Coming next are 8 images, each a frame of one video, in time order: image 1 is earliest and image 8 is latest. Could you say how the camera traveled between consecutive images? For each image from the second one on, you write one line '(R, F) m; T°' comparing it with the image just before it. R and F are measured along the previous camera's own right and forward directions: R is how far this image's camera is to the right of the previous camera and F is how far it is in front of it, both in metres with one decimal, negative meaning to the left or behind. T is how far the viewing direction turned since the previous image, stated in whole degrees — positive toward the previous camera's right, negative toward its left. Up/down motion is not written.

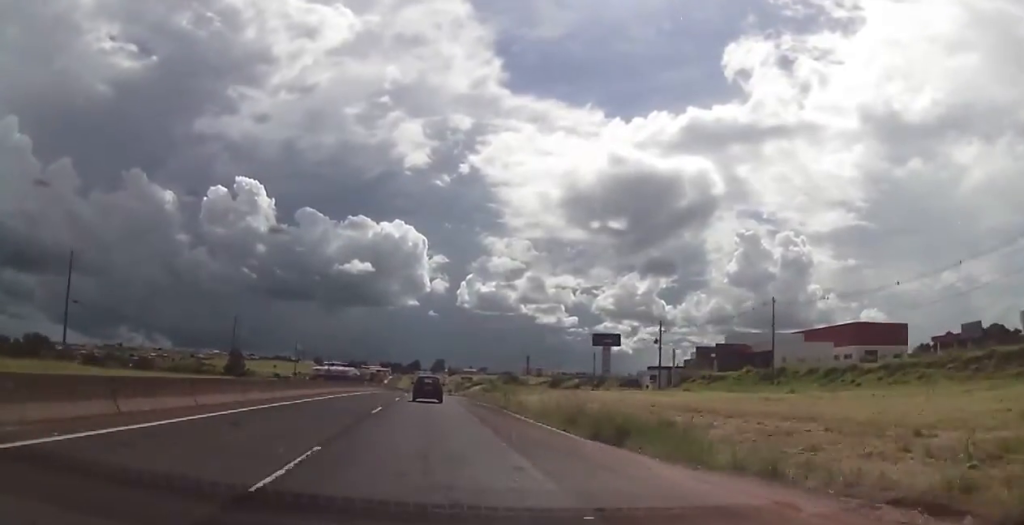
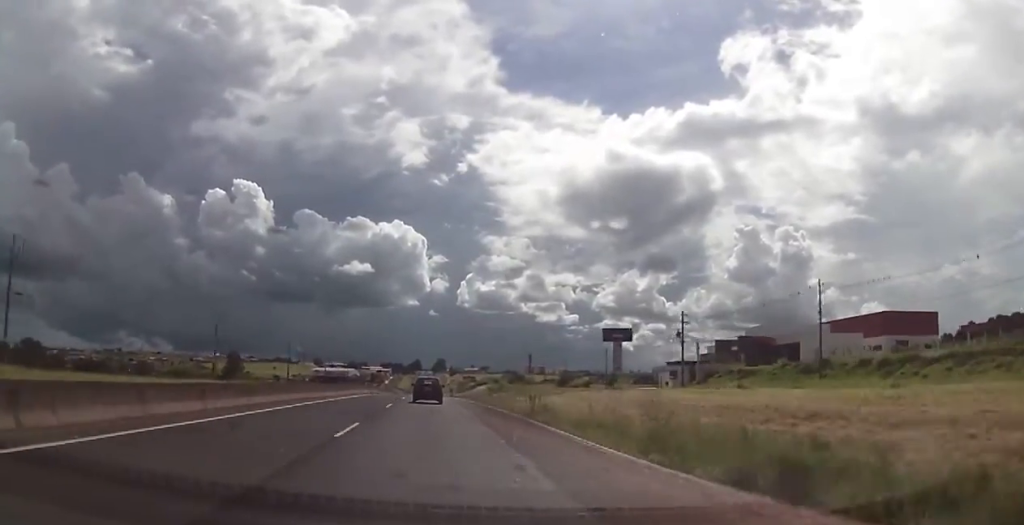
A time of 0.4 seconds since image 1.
(+0.1, +8.9) m; 0°
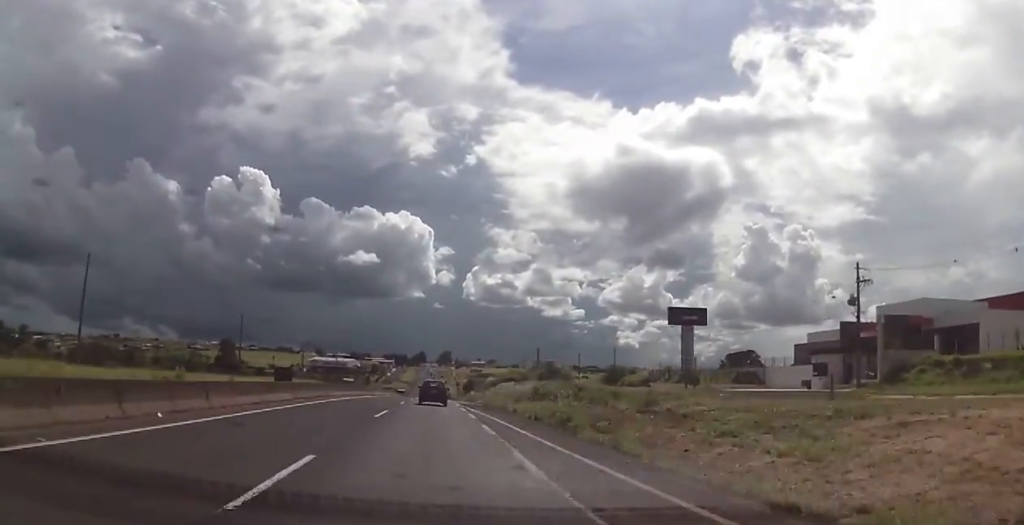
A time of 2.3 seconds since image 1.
(+0.6, +38.7) m; 0°
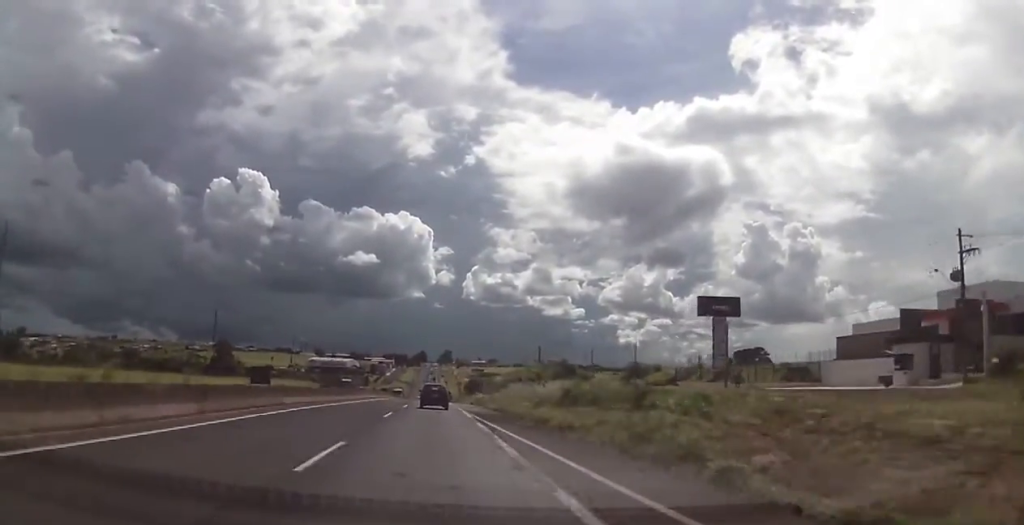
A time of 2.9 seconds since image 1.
(-0.3, +12.7) m; 0°
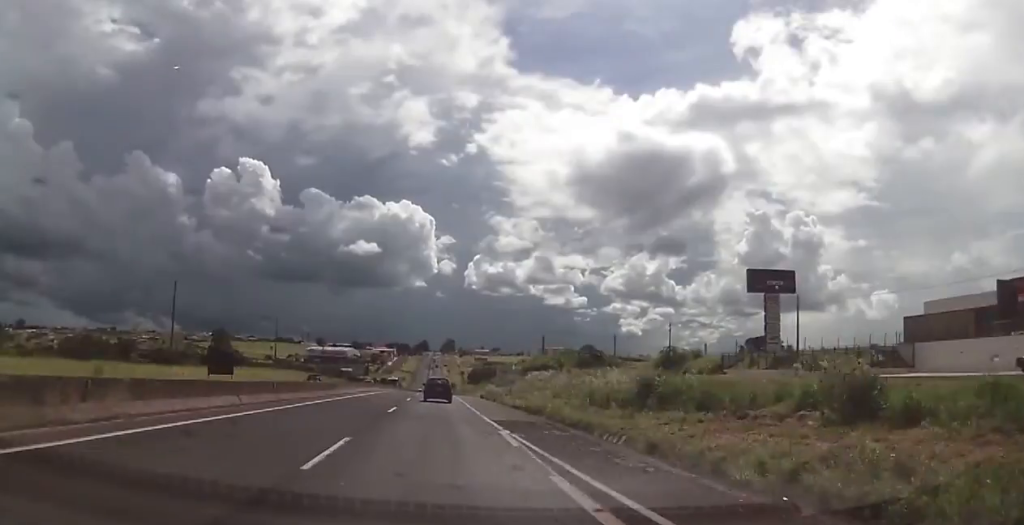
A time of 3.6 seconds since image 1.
(+0.2, +15.7) m; 0°
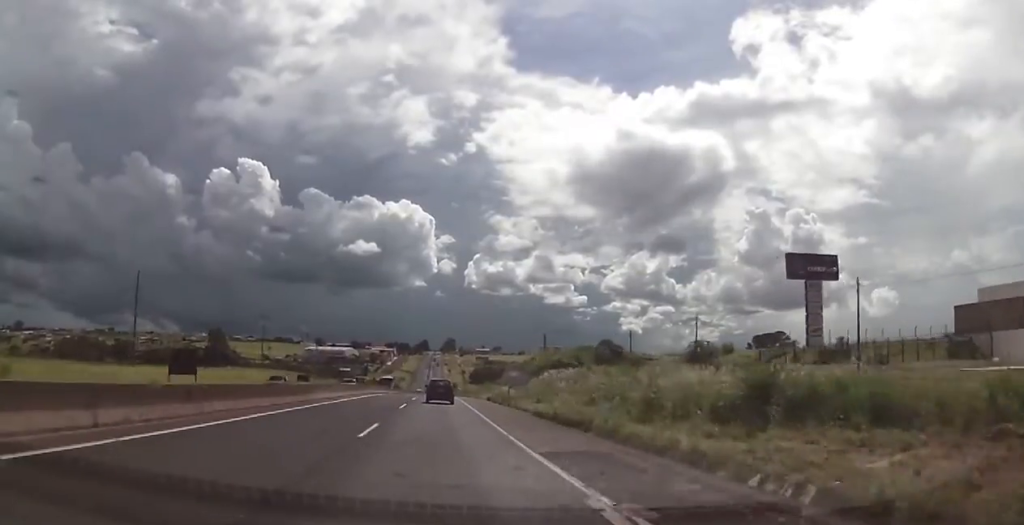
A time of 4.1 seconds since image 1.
(+0.3, +10.1) m; 0°
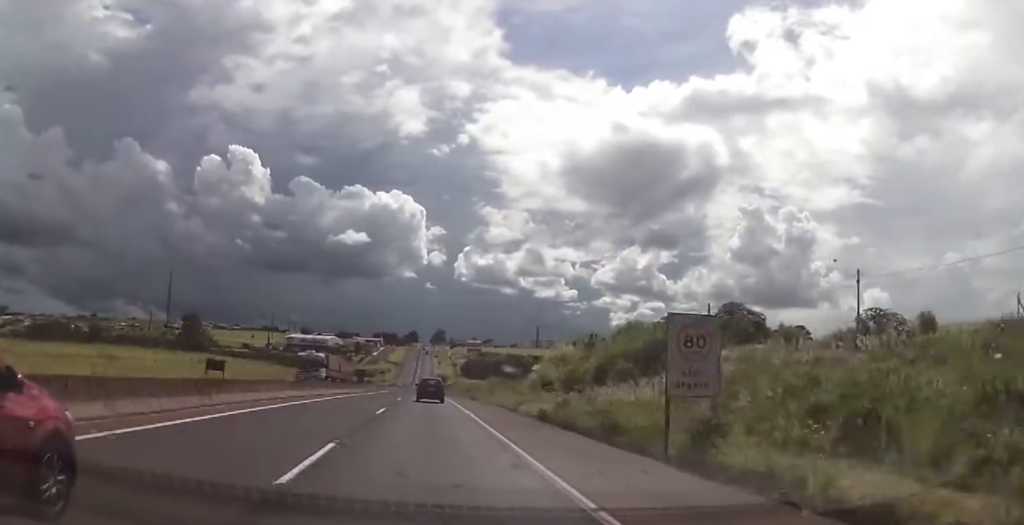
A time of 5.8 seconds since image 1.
(-0.9, +38.0) m; 0°
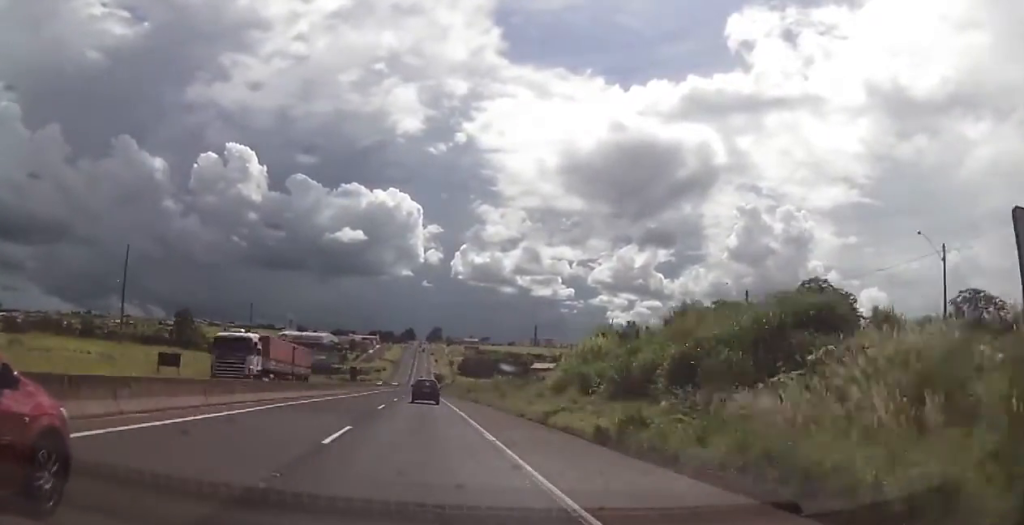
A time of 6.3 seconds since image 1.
(0.0, +11.1) m; +1°
